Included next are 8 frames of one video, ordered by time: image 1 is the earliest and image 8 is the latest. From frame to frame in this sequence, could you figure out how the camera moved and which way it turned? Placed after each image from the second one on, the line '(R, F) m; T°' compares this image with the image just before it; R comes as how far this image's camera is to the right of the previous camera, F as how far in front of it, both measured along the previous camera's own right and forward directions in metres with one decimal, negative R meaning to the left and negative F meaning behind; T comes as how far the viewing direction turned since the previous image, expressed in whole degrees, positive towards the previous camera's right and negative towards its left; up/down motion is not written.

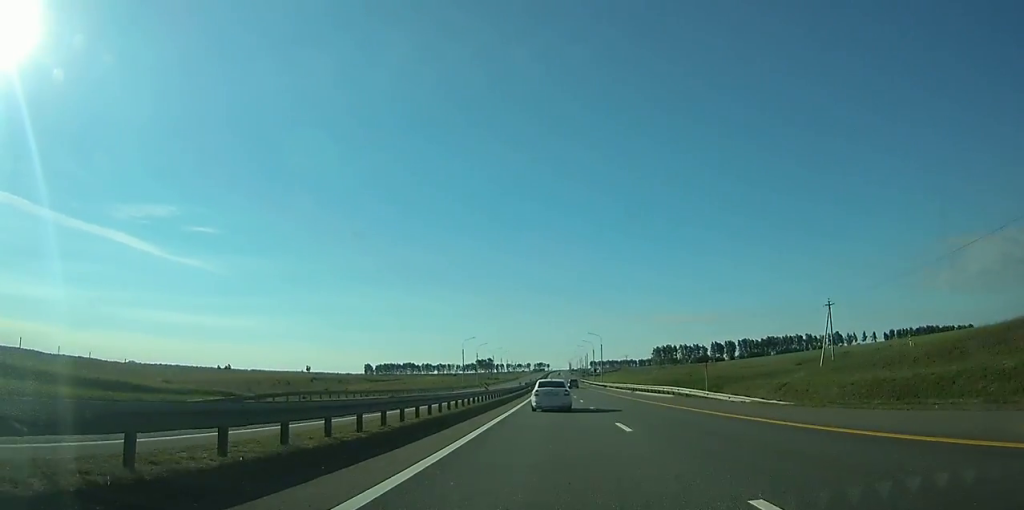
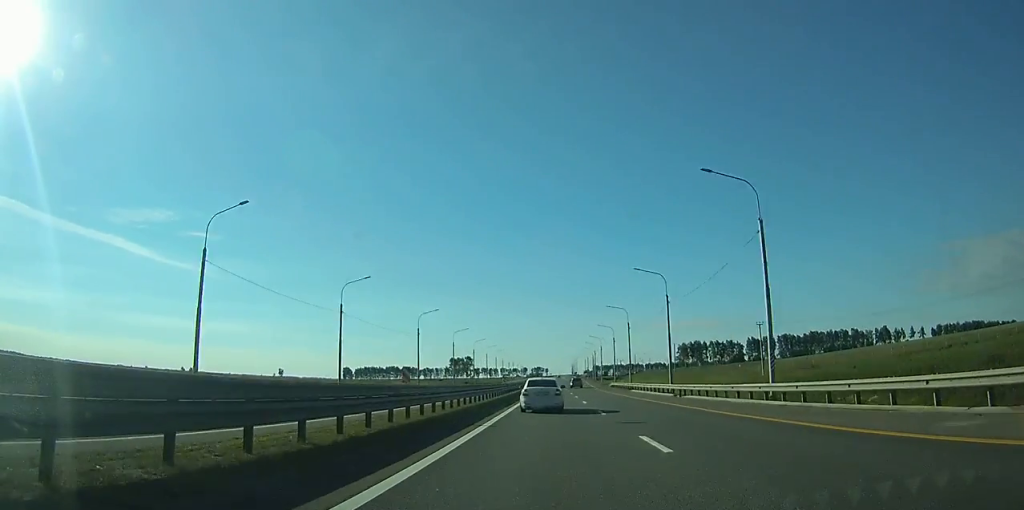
(+0.1, +102.7) m; 0°
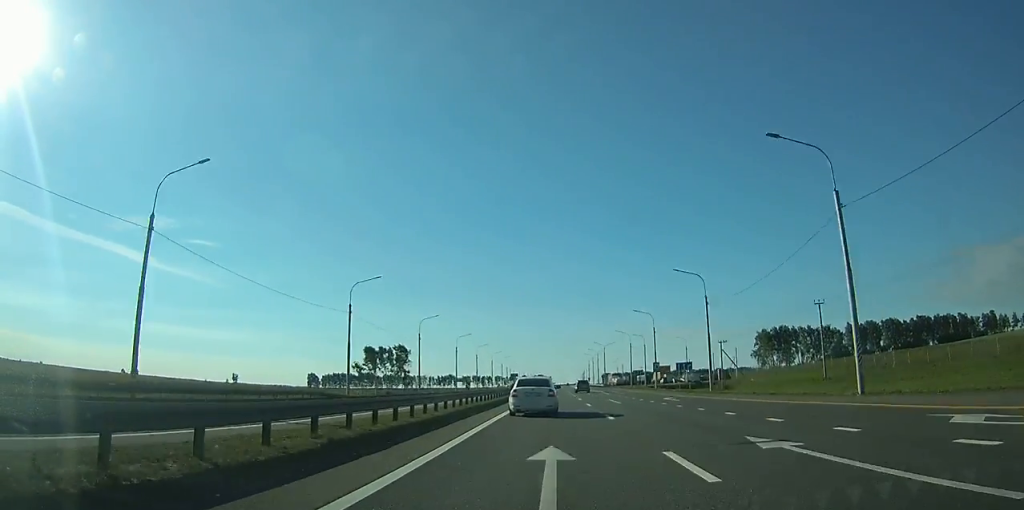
(0.0, +151.5) m; 0°
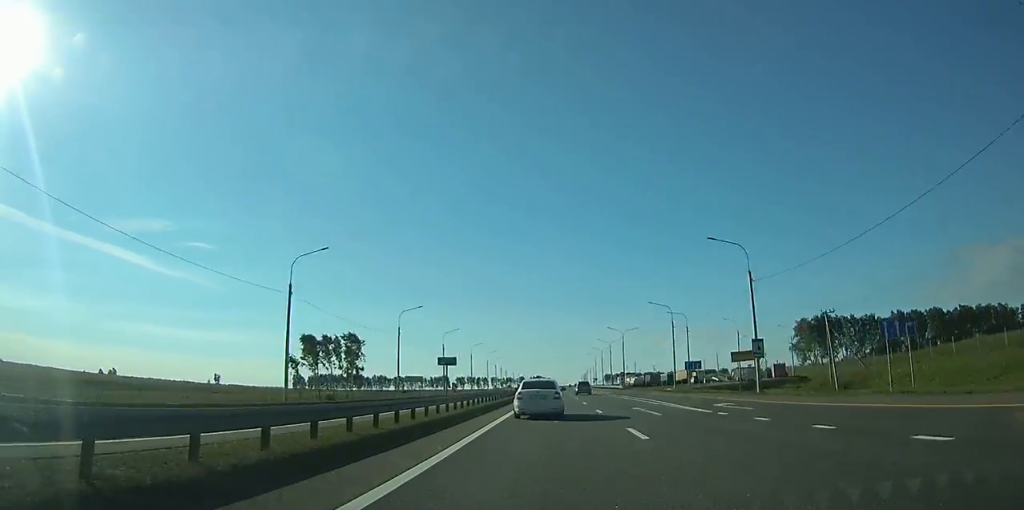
(0.0, +42.9) m; 0°
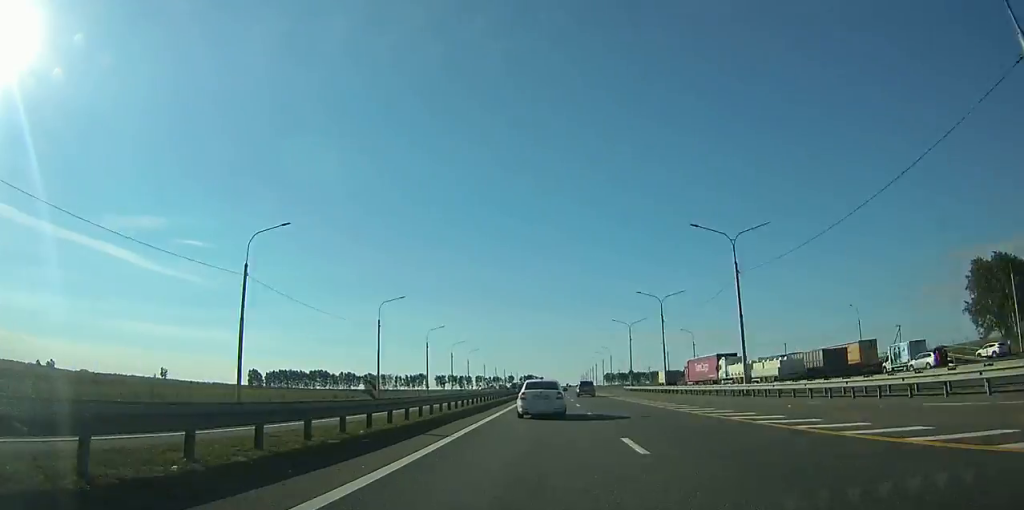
(+0.2, +96.9) m; 0°
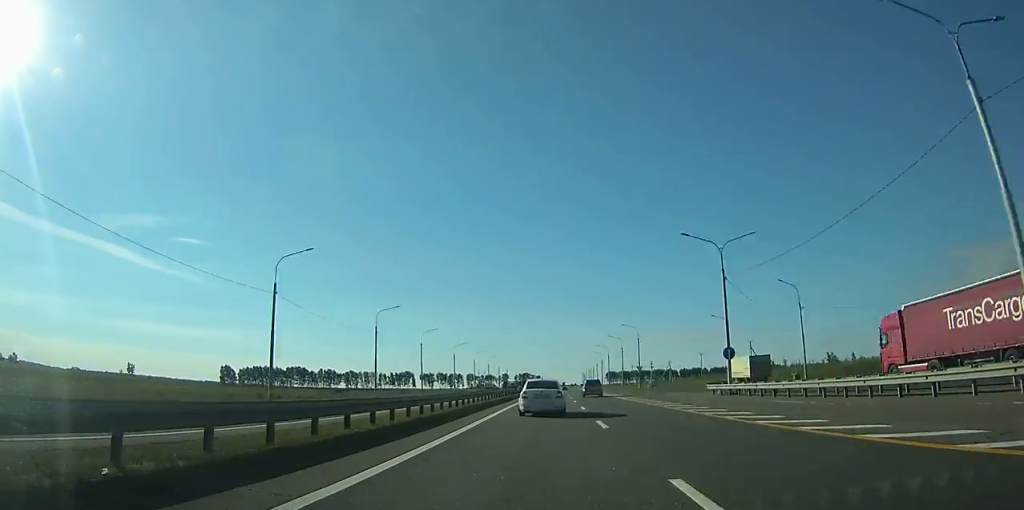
(+0.2, +52.8) m; 0°
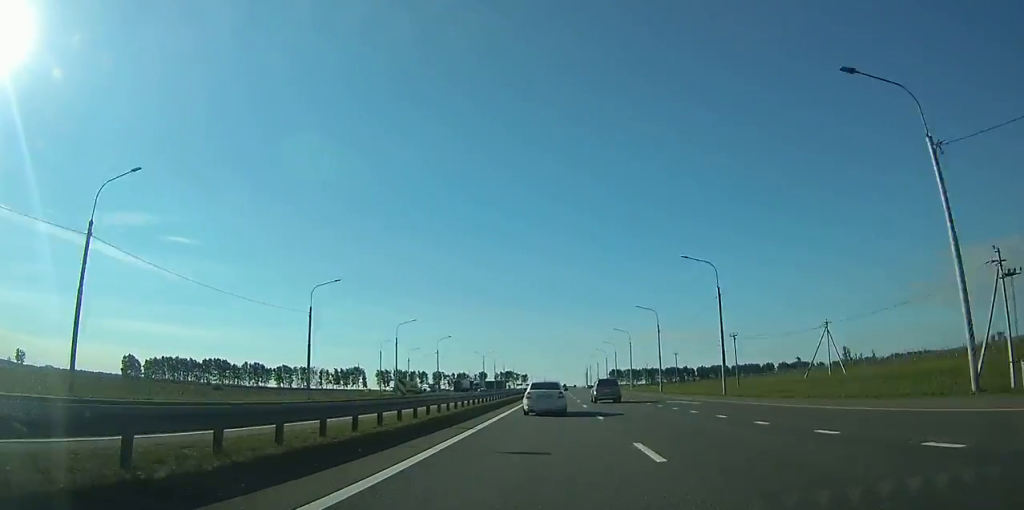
(+0.8, +129.6) m; +1°
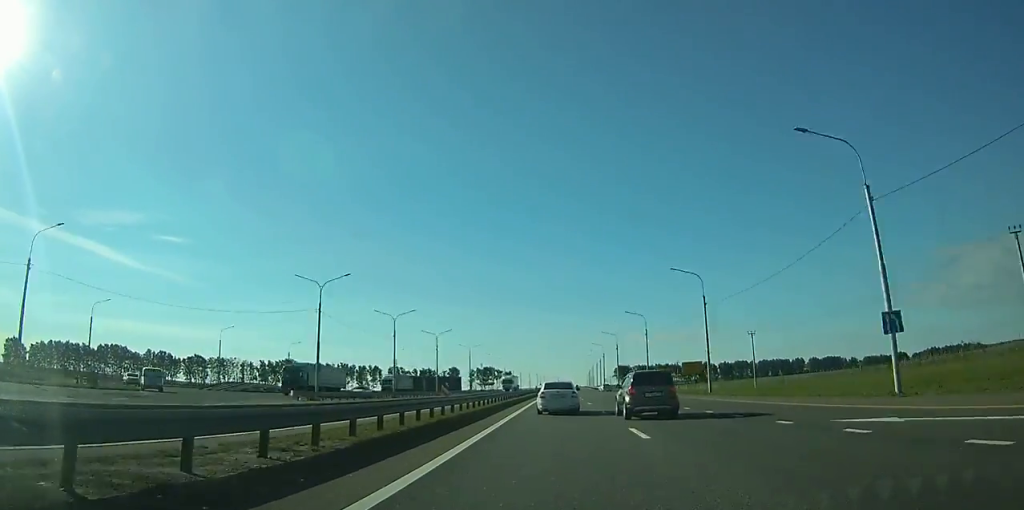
(+0.7, +111.0) m; +1°
